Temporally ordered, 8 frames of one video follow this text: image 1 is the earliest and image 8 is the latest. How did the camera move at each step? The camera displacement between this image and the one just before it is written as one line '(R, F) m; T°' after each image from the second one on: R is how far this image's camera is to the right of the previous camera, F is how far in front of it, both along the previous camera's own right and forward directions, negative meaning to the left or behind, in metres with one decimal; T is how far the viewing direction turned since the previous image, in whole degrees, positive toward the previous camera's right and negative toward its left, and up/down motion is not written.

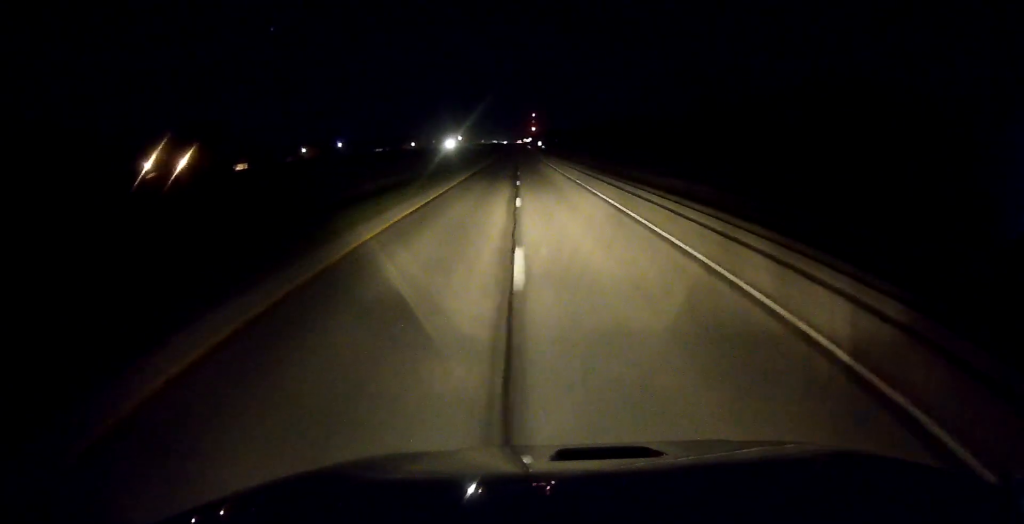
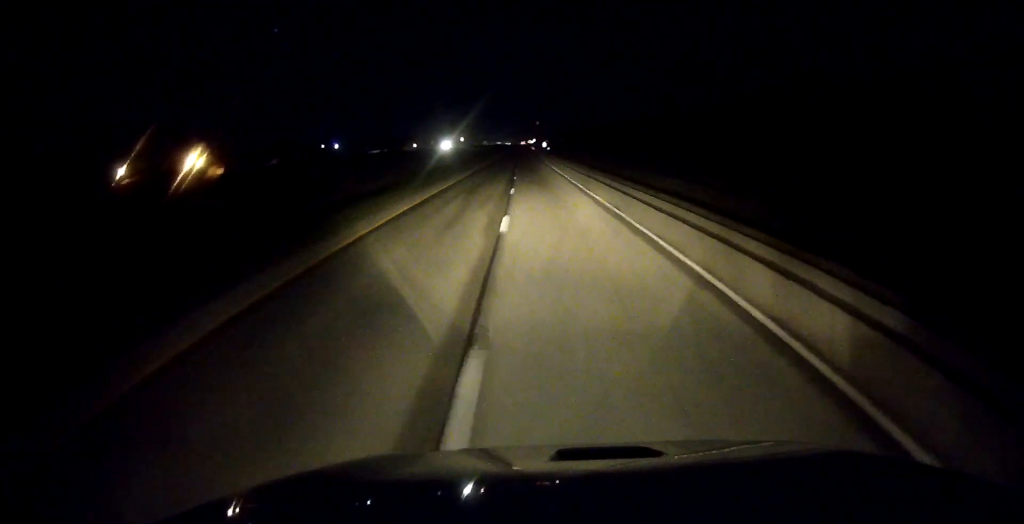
(0.0, +18.4) m; 0°
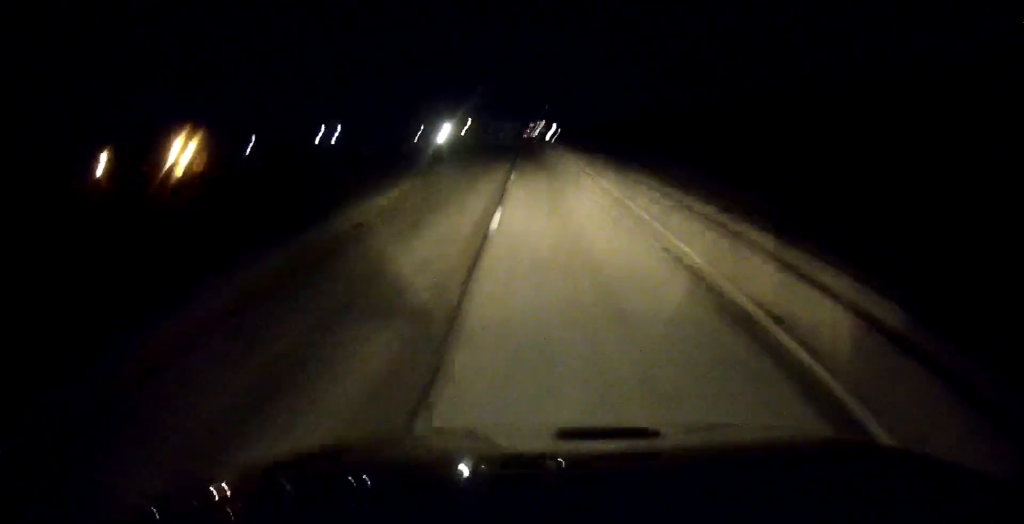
(0.0, +14.3) m; 0°
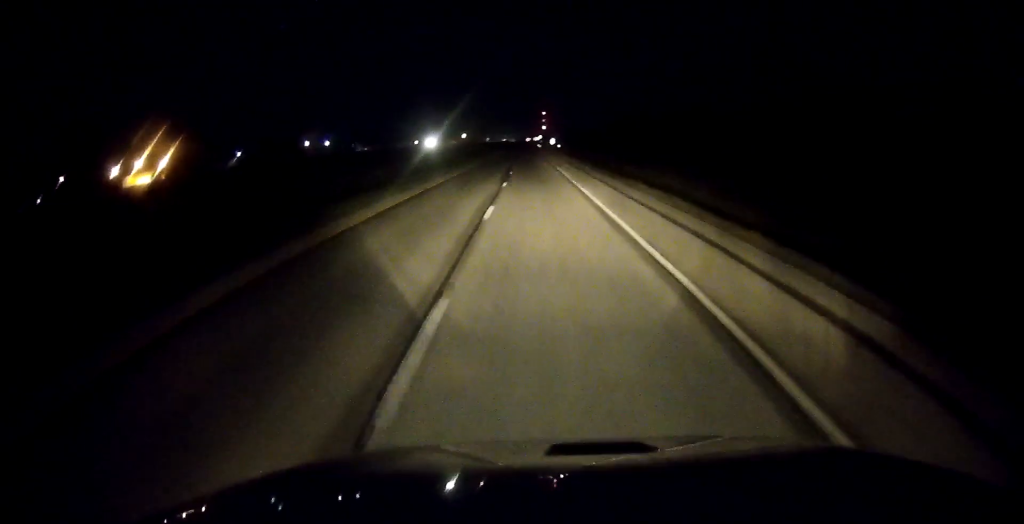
(-0.1, +20.4) m; 0°
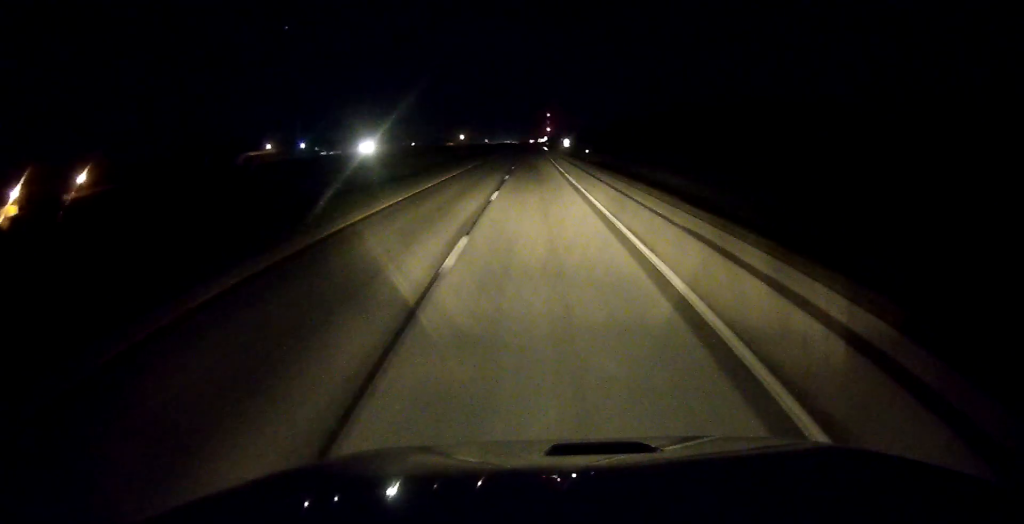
(+0.1, +54.6) m; 0°
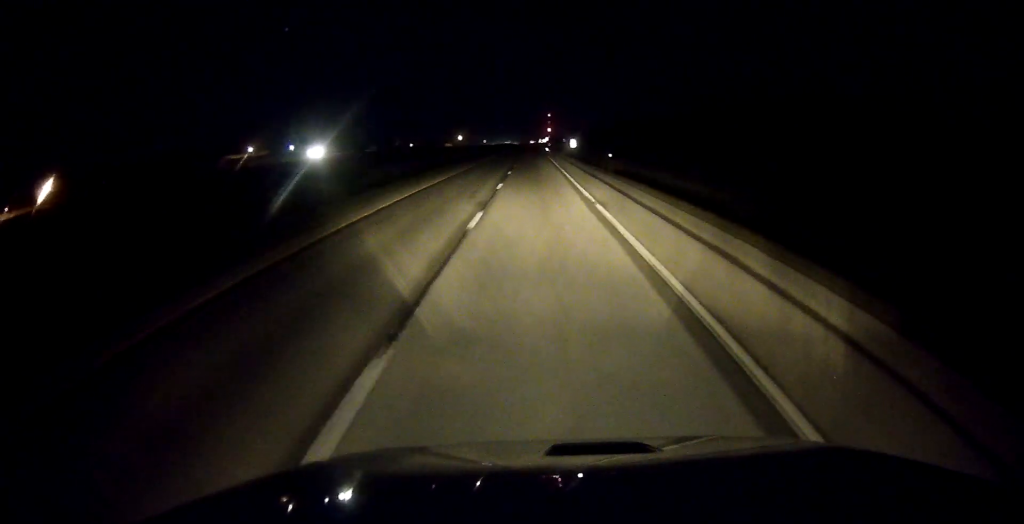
(-0.3, +19.2) m; 0°
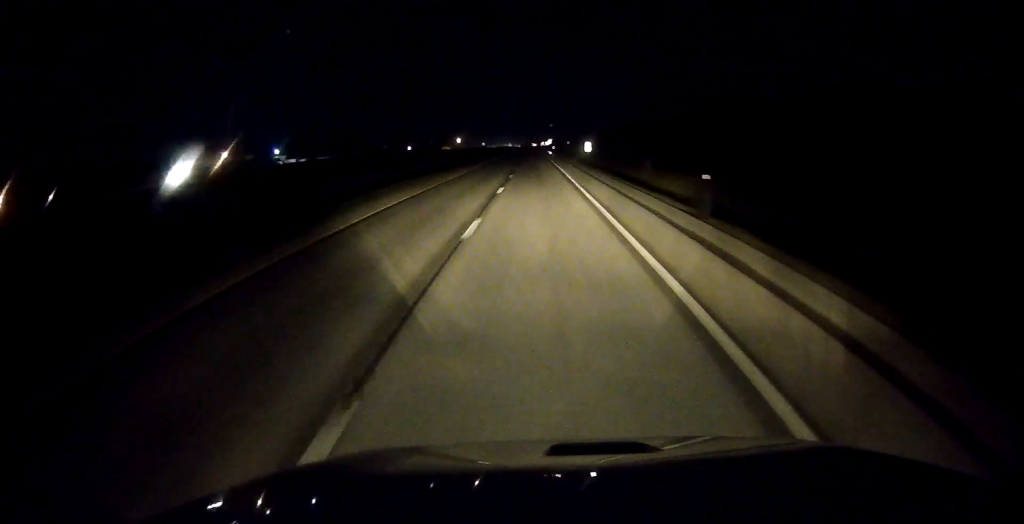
(+0.1, +25.3) m; 0°
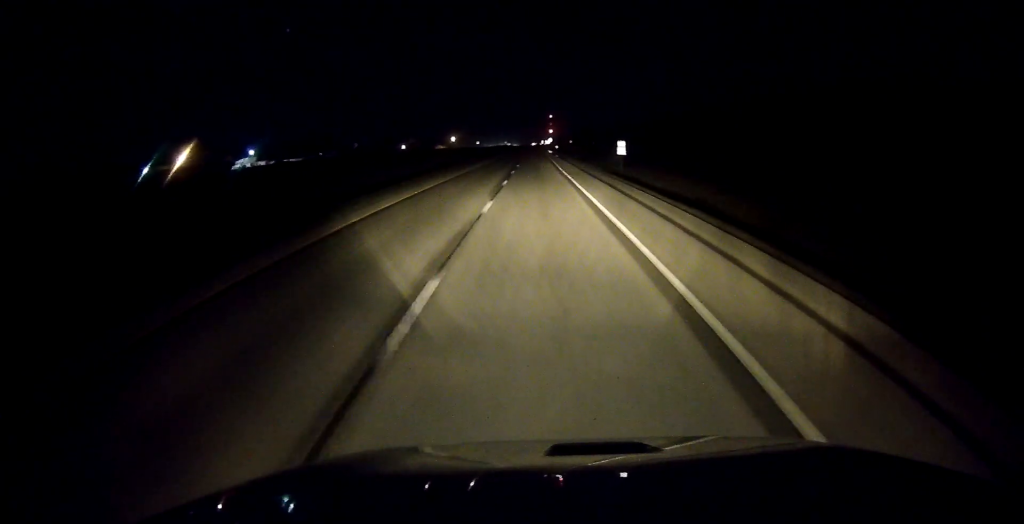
(+0.2, +31.2) m; 0°
